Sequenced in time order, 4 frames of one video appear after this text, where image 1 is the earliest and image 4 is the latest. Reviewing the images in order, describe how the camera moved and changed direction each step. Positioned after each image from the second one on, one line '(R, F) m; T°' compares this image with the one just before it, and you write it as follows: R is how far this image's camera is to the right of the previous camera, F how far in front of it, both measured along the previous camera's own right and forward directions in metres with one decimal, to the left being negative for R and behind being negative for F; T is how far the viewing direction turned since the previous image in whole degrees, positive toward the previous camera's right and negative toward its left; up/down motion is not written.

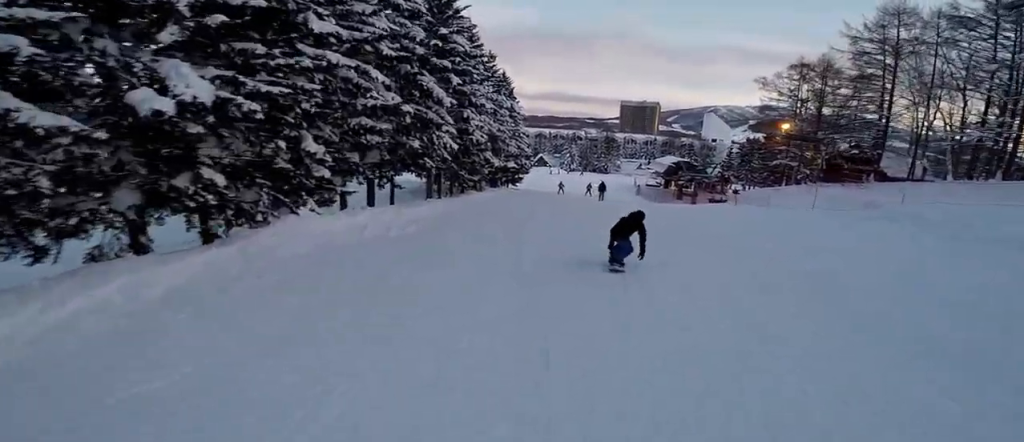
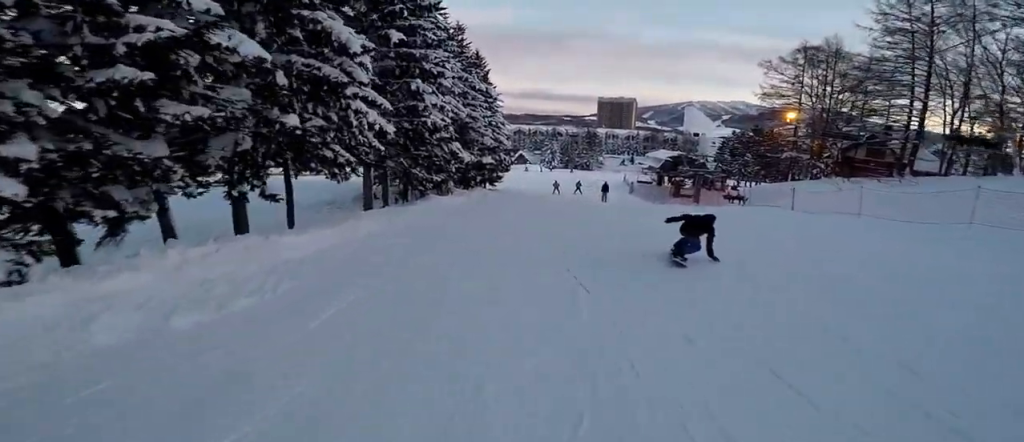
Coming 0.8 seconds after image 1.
(-0.6, +7.0) m; -2°
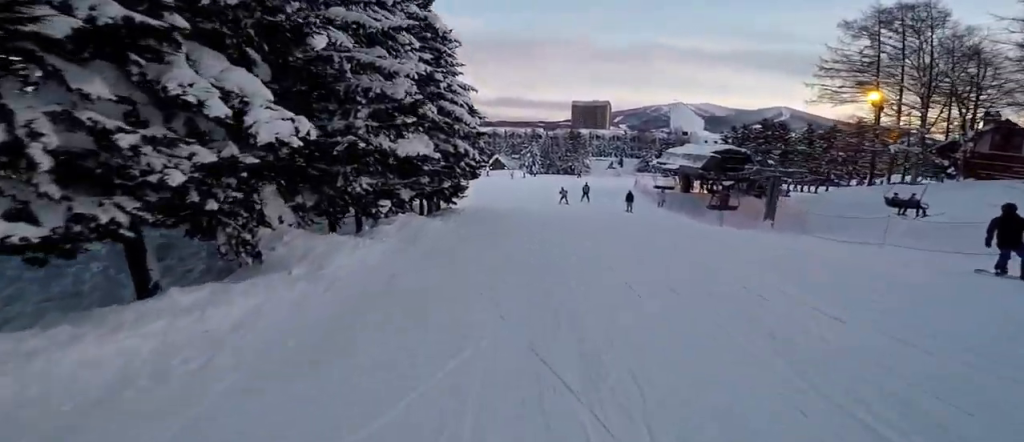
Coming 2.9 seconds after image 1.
(+2.3, +17.0) m; +13°
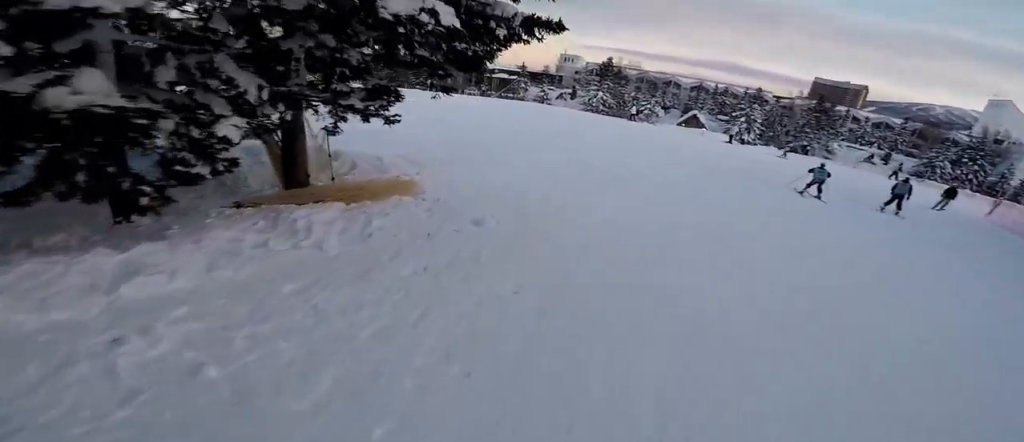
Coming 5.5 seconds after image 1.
(-3.9, +19.5) m; -28°
